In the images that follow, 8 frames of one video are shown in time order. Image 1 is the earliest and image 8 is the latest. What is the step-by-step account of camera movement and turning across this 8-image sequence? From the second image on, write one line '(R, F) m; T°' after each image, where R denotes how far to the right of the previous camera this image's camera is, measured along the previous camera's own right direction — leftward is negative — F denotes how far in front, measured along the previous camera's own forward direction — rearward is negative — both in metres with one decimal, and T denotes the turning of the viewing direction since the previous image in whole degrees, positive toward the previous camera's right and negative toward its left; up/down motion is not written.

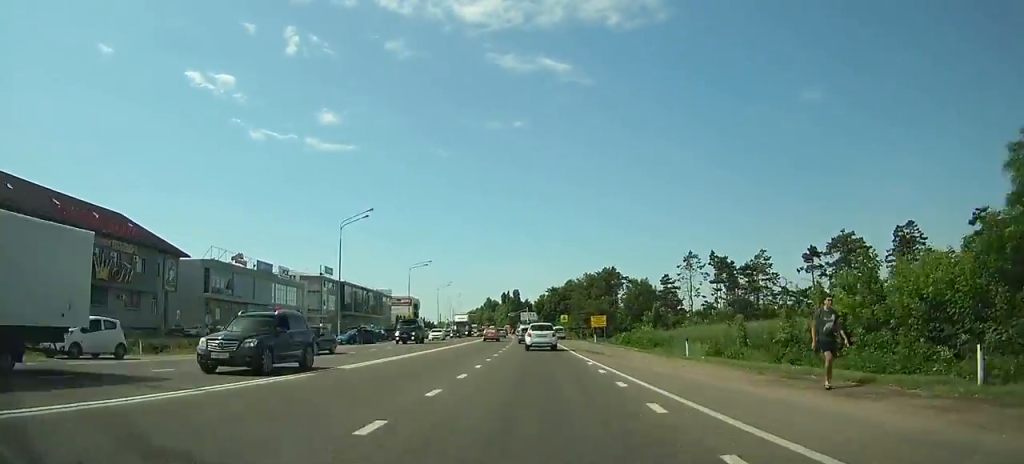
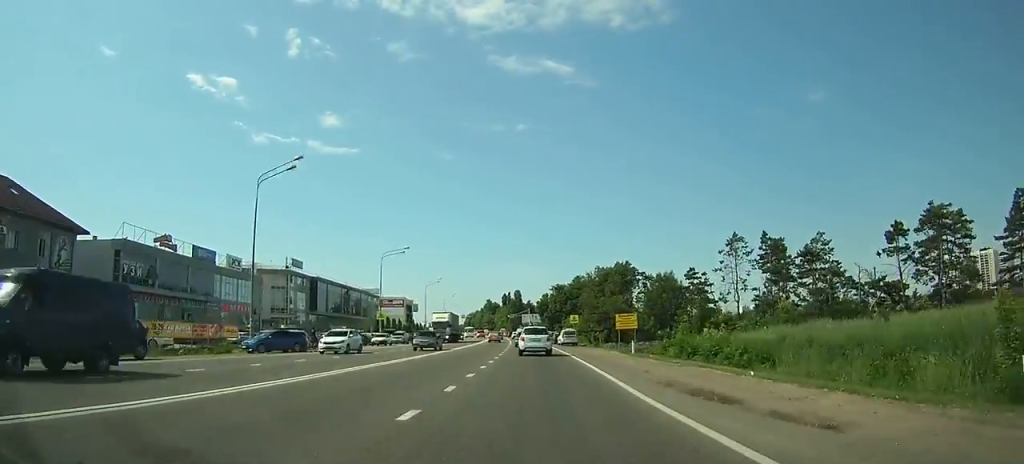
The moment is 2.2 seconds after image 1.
(-0.2, +20.7) m; -1°
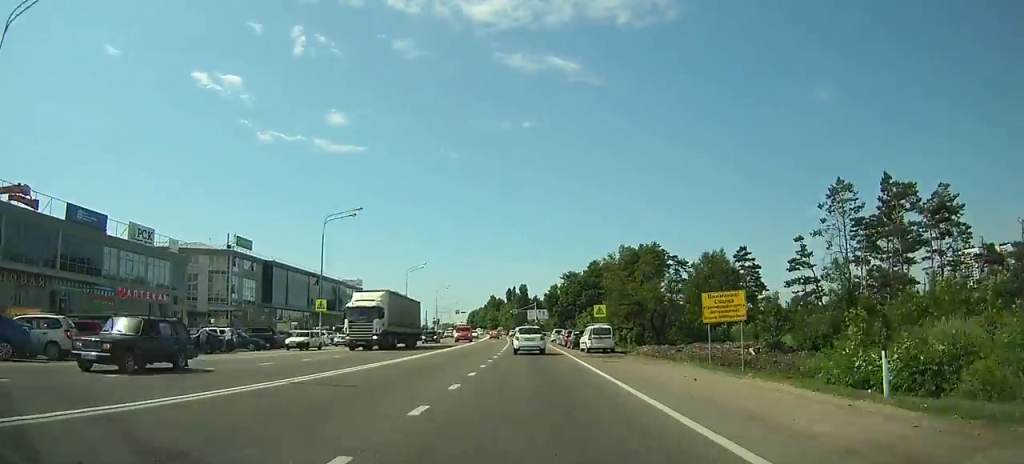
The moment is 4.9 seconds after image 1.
(-0.1, +24.7) m; -1°
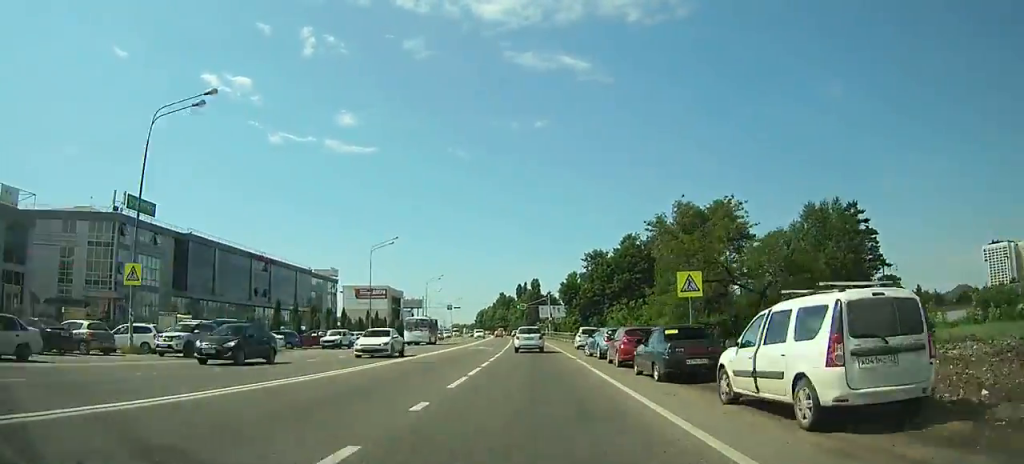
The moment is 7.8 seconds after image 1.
(-0.2, +28.4) m; -1°
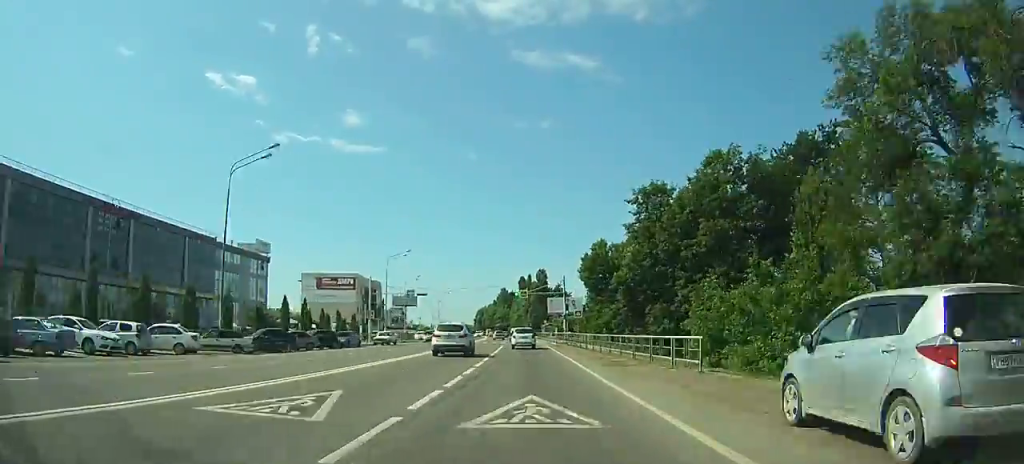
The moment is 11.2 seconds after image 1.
(-0.2, +35.9) m; -1°
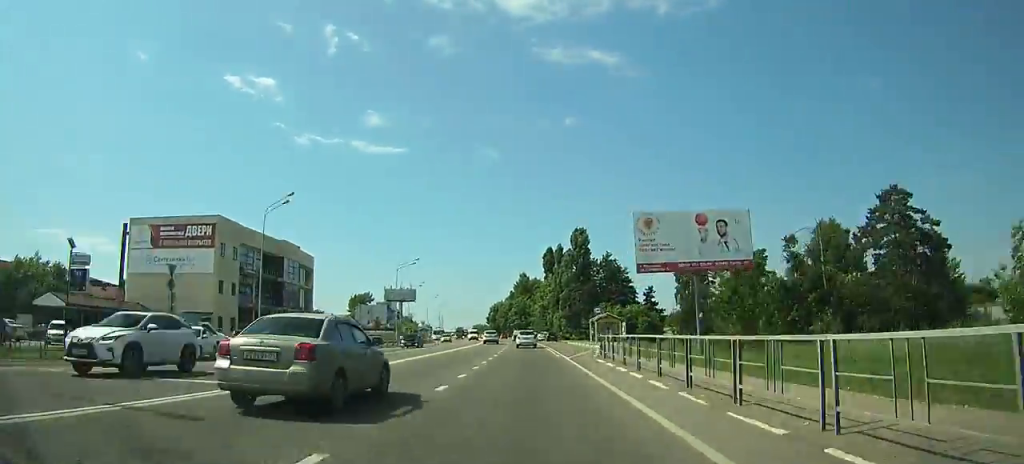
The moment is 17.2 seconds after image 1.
(-1.8, +70.3) m; -4°
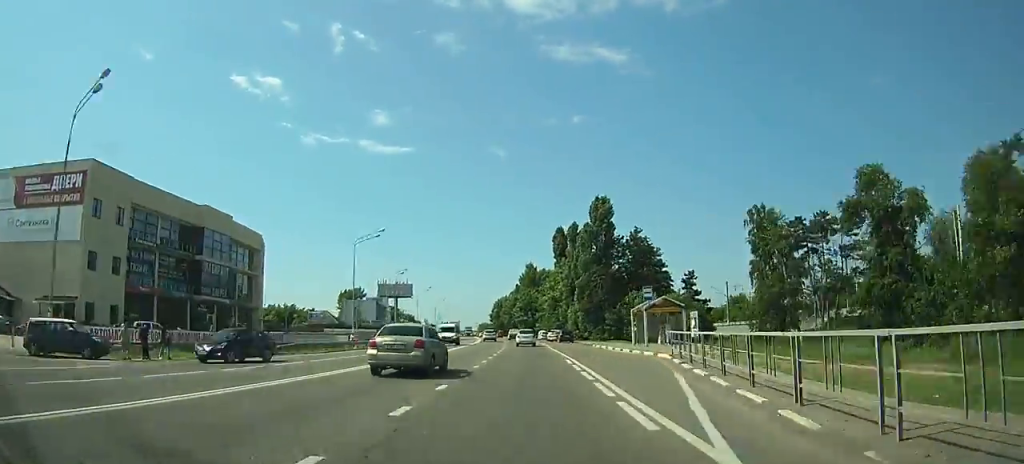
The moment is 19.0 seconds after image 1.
(-0.4, +24.9) m; -1°
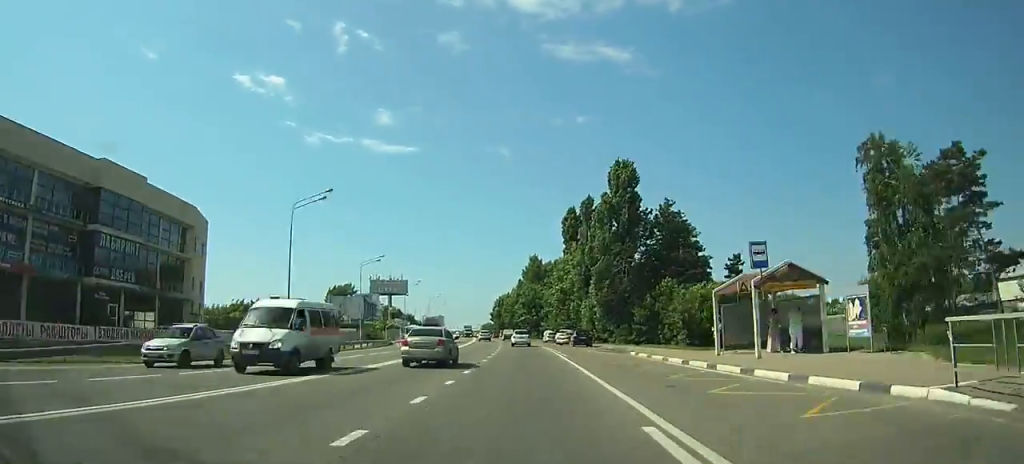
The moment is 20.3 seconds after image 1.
(-0.1, +18.6) m; -1°
